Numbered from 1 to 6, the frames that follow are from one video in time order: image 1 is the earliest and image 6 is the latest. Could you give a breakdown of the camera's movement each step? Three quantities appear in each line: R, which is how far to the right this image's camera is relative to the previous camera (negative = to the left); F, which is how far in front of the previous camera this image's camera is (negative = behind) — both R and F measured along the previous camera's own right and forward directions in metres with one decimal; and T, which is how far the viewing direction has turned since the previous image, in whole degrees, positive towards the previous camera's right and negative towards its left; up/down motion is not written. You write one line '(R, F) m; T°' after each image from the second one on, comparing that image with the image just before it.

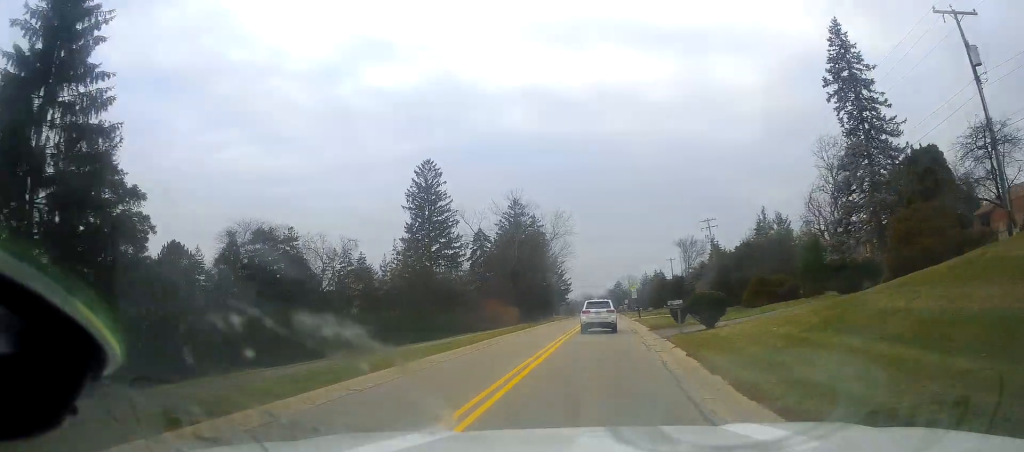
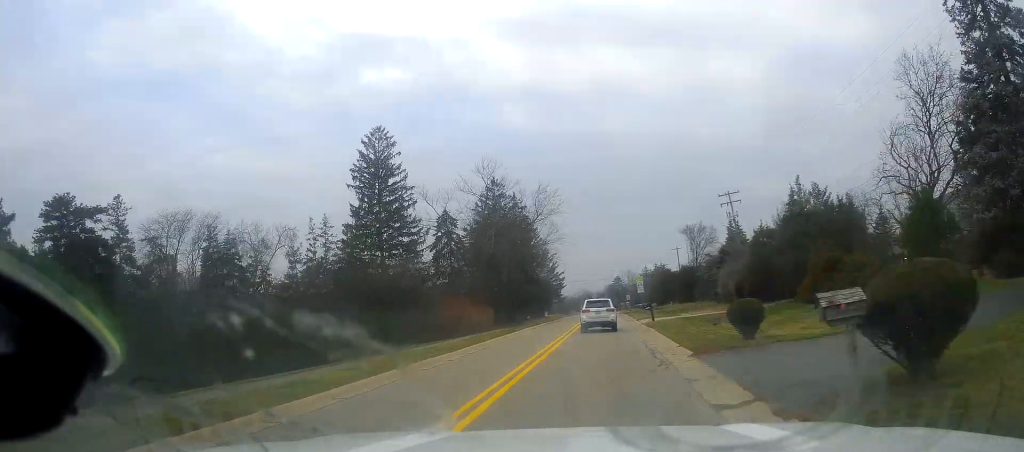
(-0.1, +16.6) m; +1°
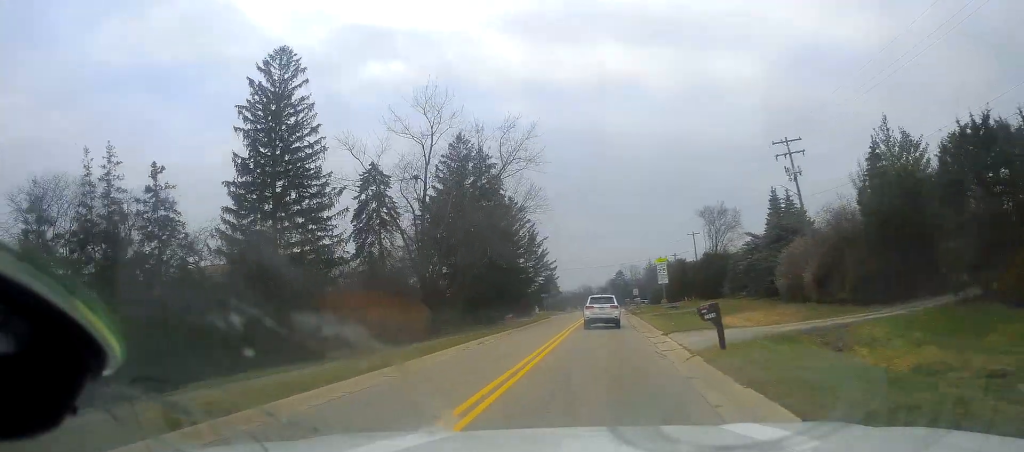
(+0.5, +21.7) m; 0°
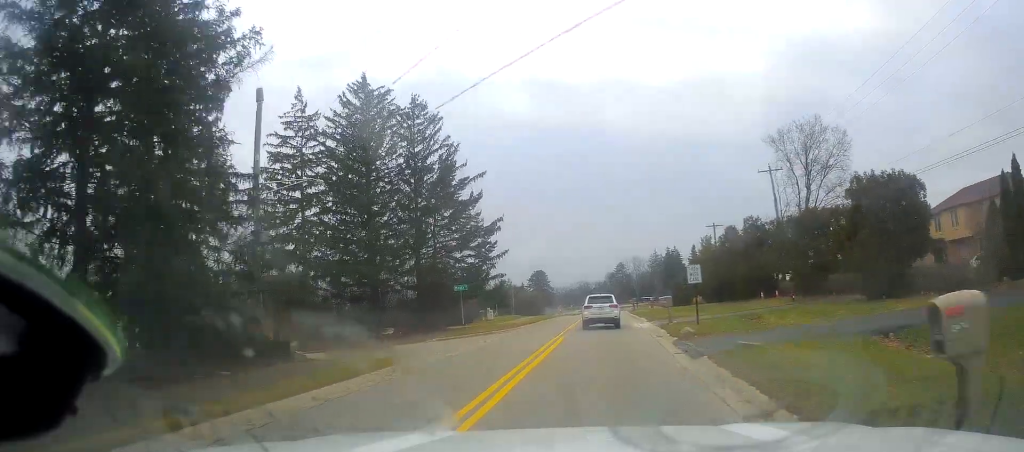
(-0.2, +50.4) m; 0°
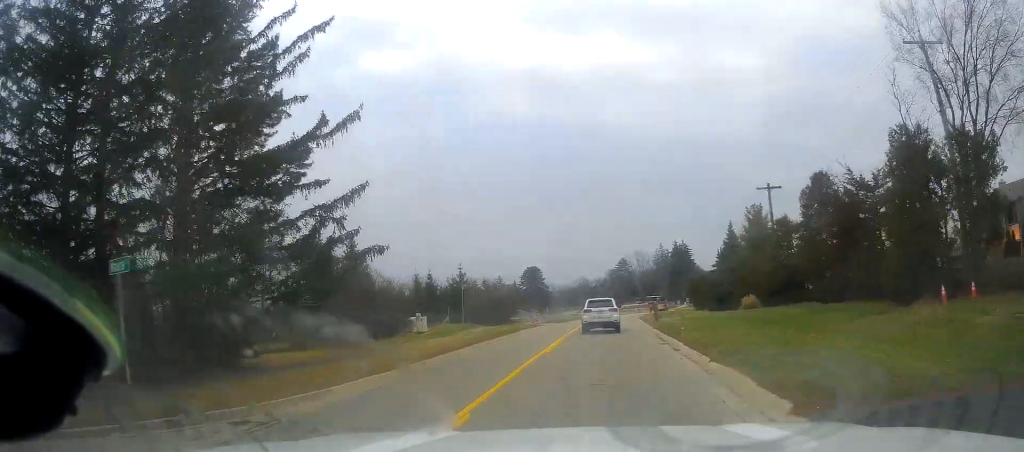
(-0.5, +29.4) m; -1°
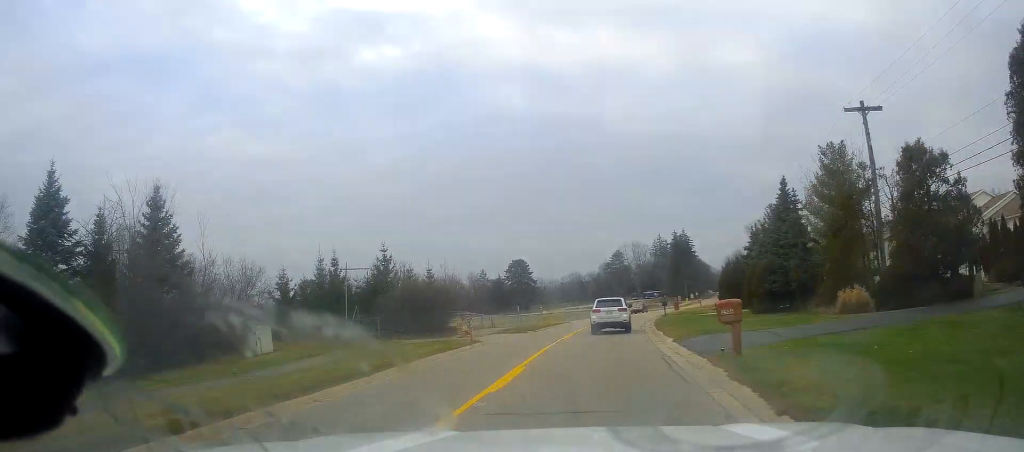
(0.0, +23.5) m; 0°
